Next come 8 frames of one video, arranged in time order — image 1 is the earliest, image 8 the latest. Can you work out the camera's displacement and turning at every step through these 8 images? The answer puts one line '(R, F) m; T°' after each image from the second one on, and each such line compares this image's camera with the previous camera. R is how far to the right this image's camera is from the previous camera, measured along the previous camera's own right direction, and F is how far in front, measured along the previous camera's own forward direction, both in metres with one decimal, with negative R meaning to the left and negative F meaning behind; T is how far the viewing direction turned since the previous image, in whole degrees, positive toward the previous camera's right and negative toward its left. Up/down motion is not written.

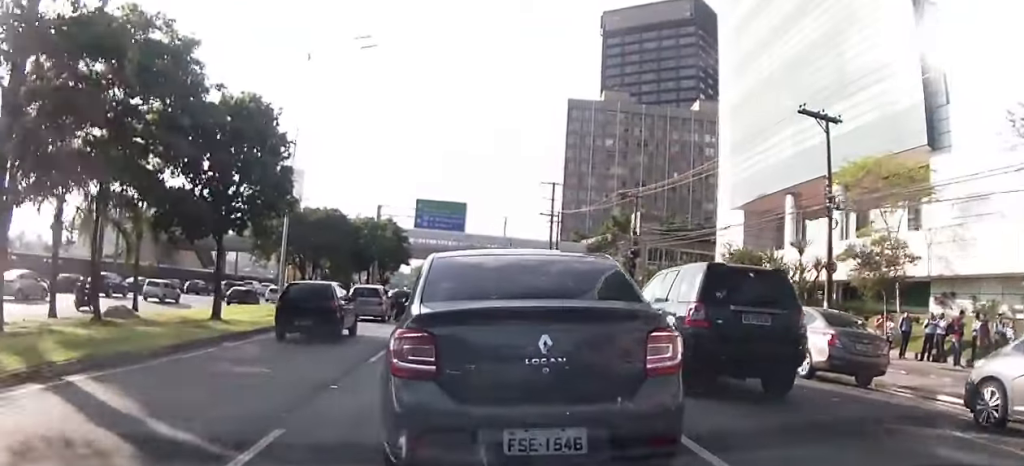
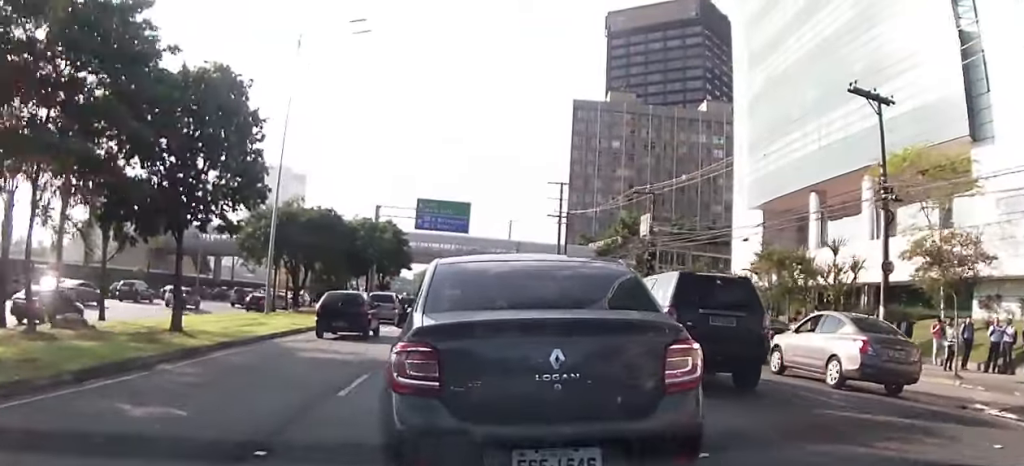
(+0.1, +3.8) m; -2°
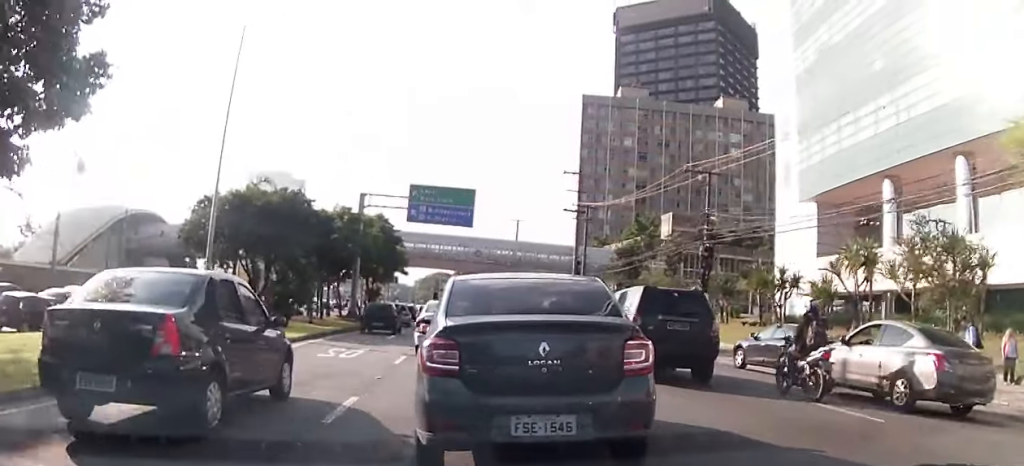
(-0.9, +9.0) m; -5°
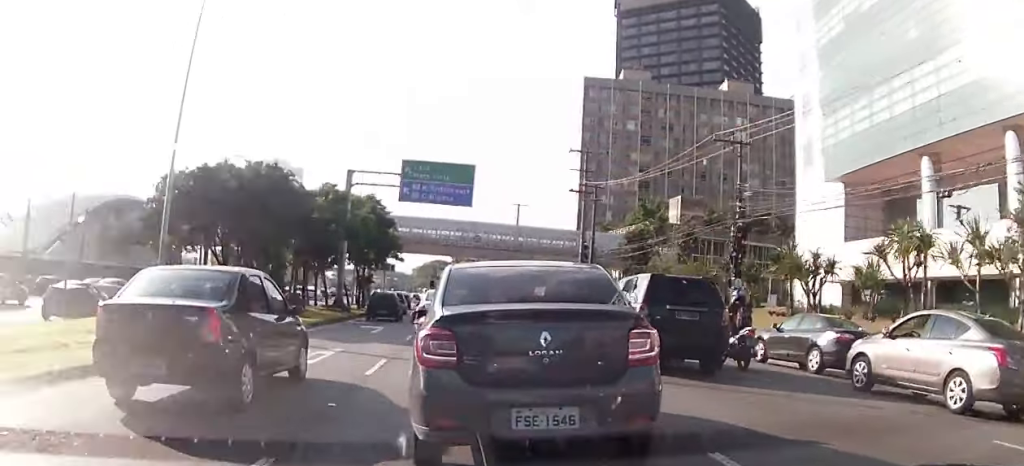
(+0.1, +3.9) m; +4°
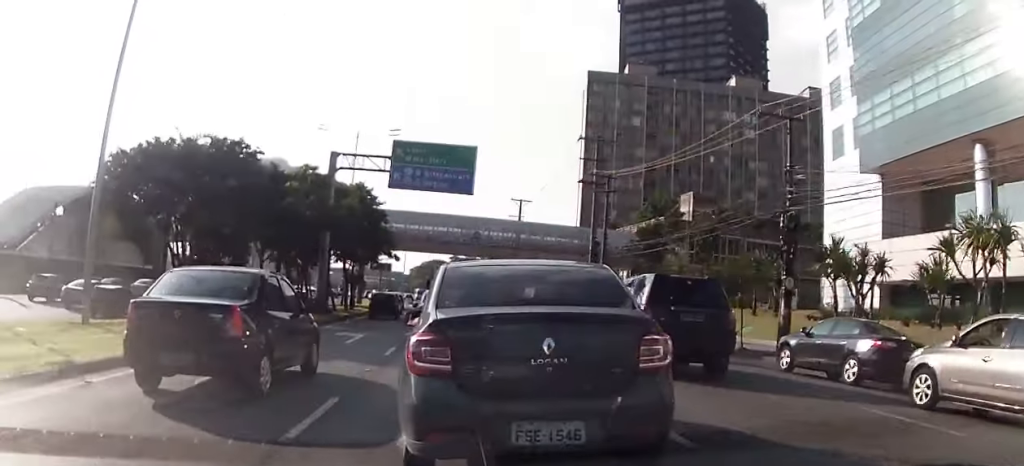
(+0.3, +4.6) m; +1°
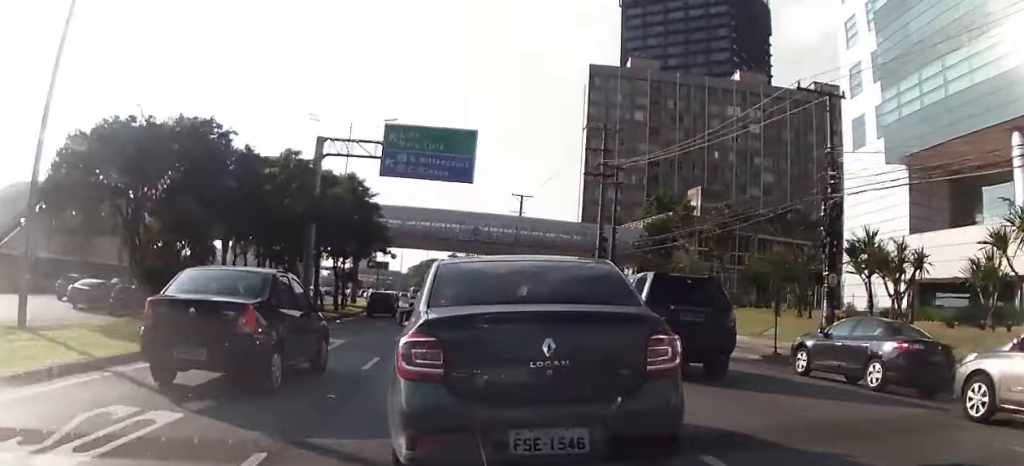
(0.0, +2.9) m; -1°
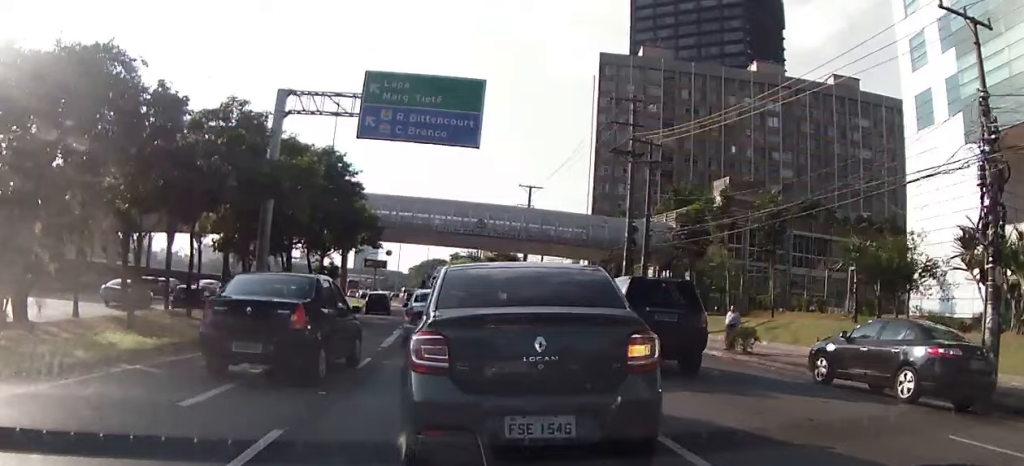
(-0.1, +8.0) m; +1°
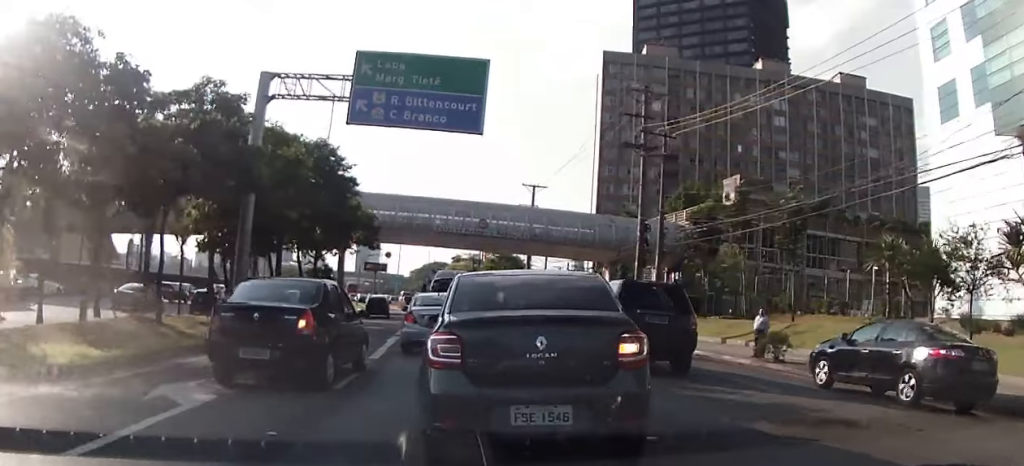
(0.0, +2.5) m; +1°
